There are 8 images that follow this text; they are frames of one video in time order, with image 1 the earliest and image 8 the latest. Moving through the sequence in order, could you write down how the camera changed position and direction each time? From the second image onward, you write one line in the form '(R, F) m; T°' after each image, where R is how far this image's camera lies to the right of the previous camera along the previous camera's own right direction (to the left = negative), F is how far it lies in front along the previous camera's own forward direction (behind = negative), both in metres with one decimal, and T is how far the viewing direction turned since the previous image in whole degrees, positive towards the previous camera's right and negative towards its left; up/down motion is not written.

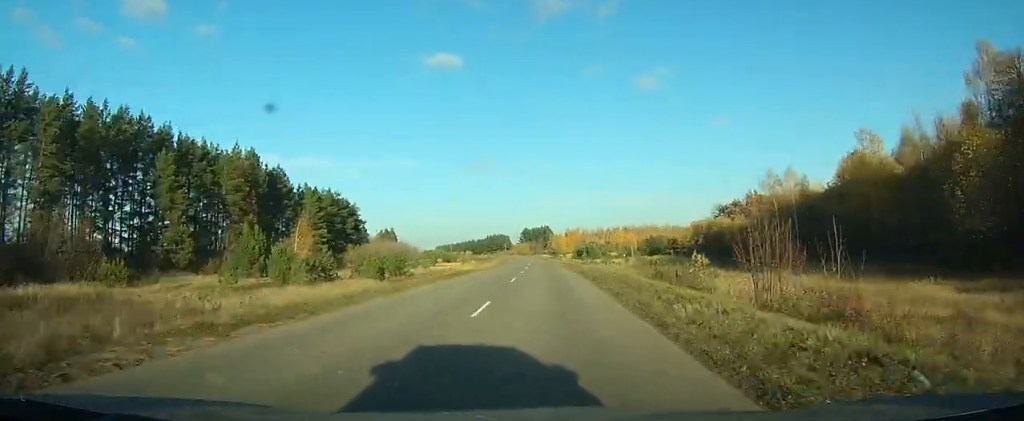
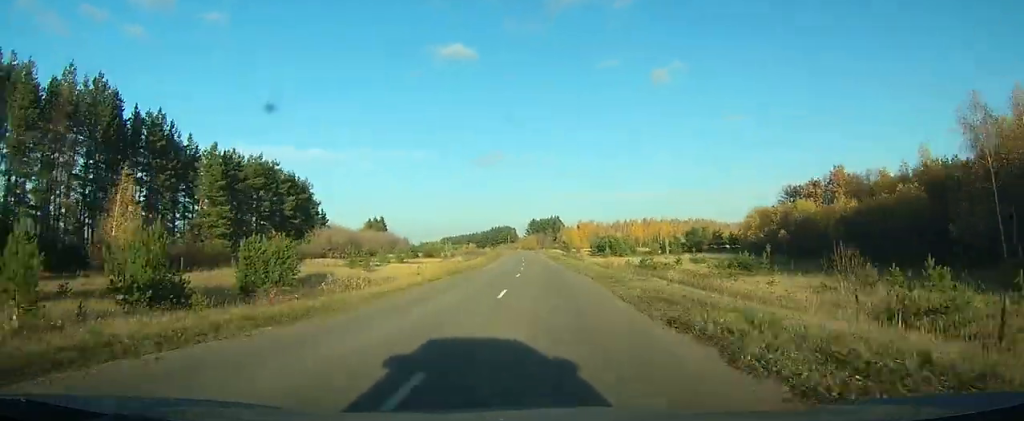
(-0.3, +42.5) m; -1°
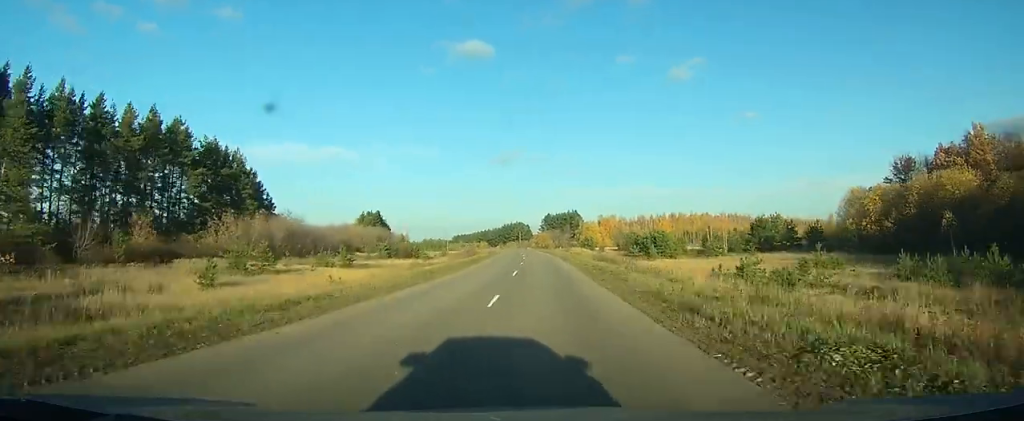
(-0.1, +39.6) m; -1°
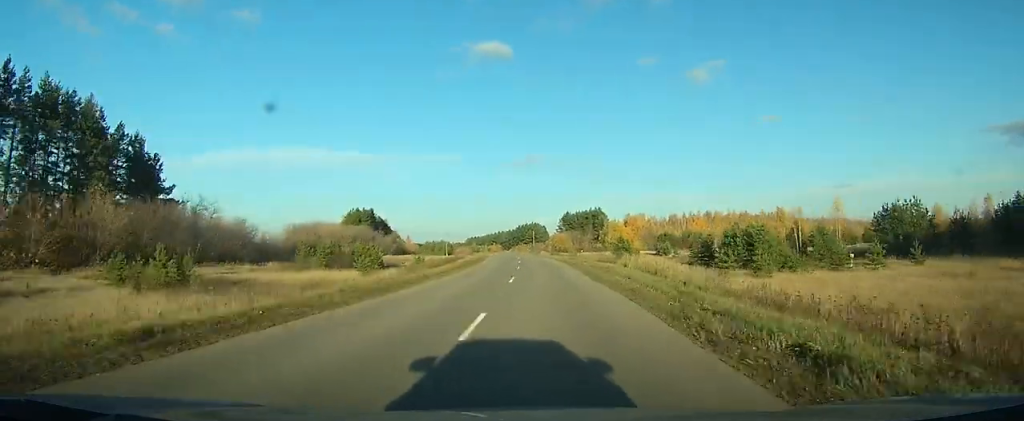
(-0.6, +41.2) m; -2°
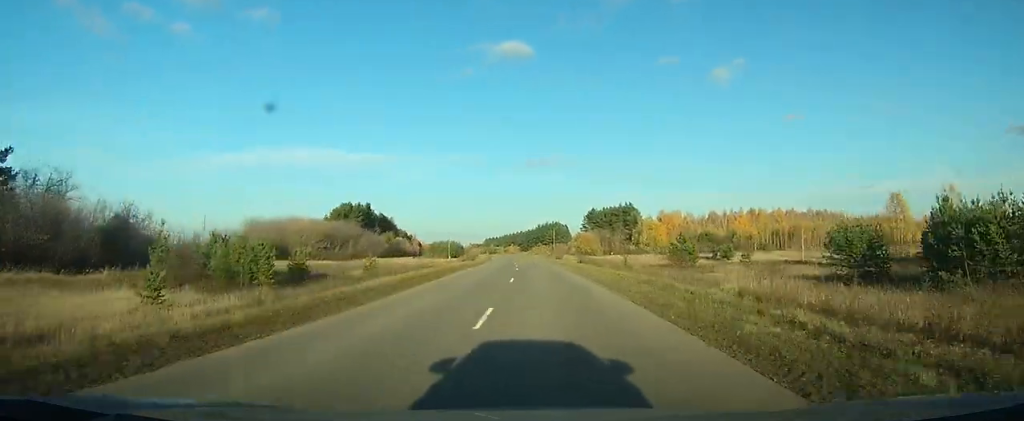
(-0.6, +35.0) m; -2°
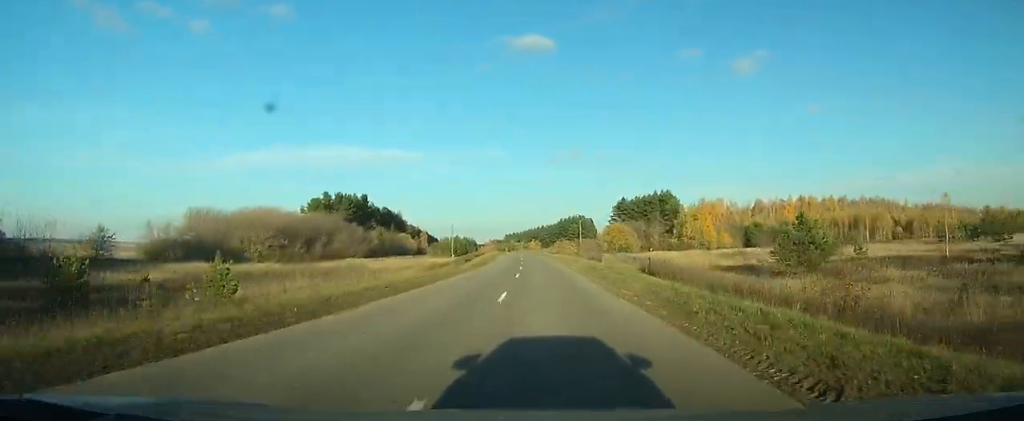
(-0.3, +31.0) m; -2°
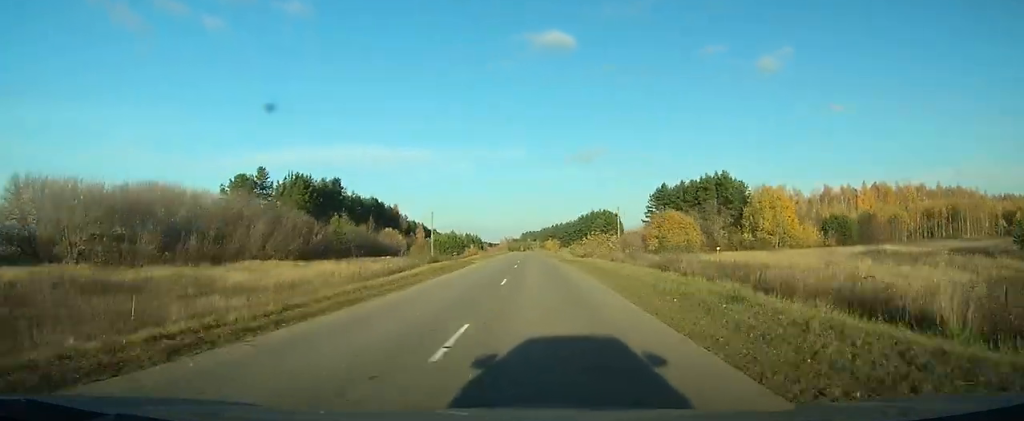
(-1.1, +41.5) m; -2°
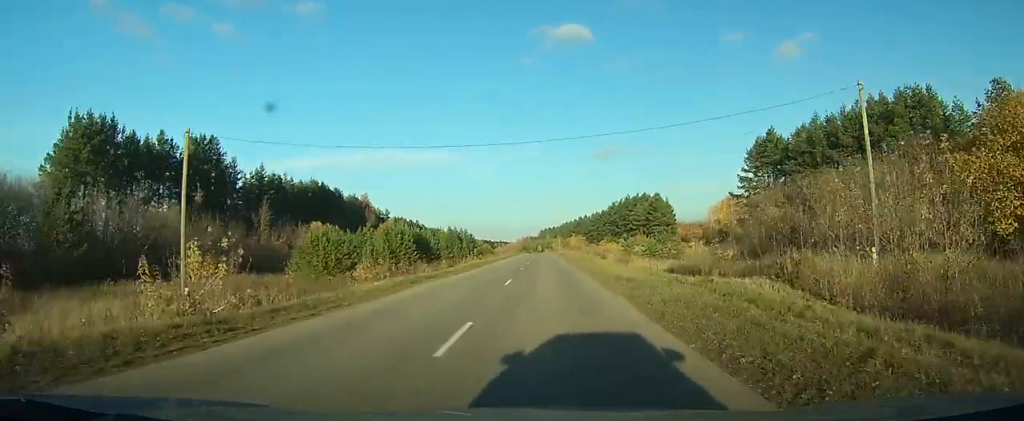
(-1.2, +69.0) m; -1°
